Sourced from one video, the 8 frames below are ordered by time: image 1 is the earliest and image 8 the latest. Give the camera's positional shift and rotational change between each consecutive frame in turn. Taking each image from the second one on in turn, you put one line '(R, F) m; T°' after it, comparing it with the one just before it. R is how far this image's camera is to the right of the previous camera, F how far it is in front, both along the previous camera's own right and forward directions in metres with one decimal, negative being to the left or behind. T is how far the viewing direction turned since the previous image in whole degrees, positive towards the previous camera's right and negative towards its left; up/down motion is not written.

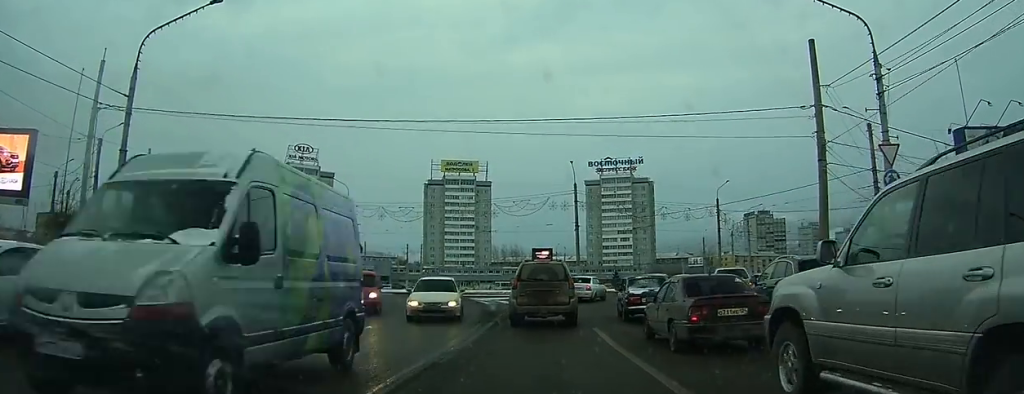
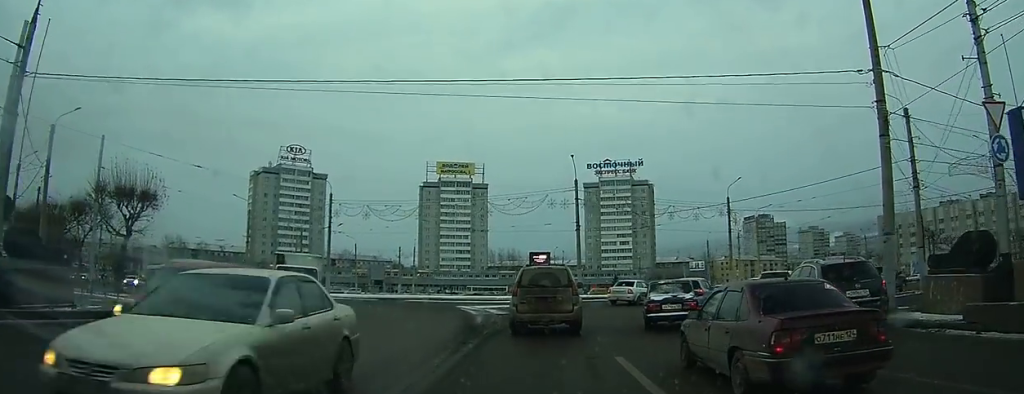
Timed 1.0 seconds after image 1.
(-0.1, +5.6) m; -2°
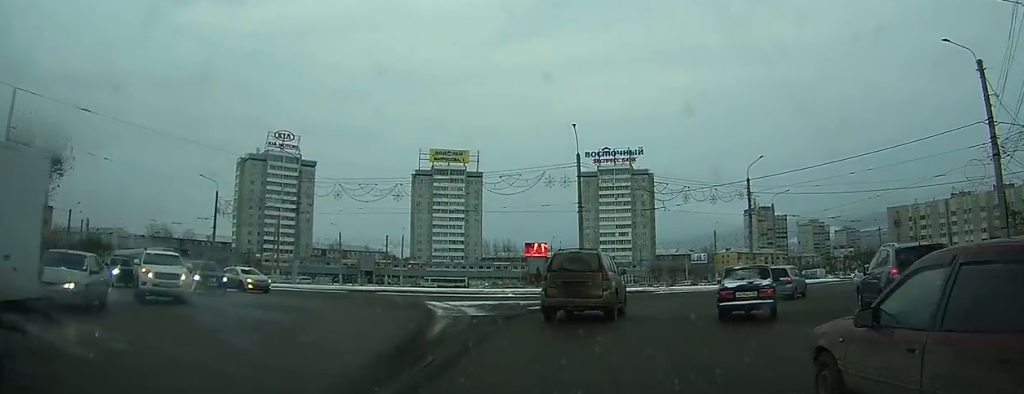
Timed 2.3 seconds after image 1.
(-0.1, +7.9) m; 0°
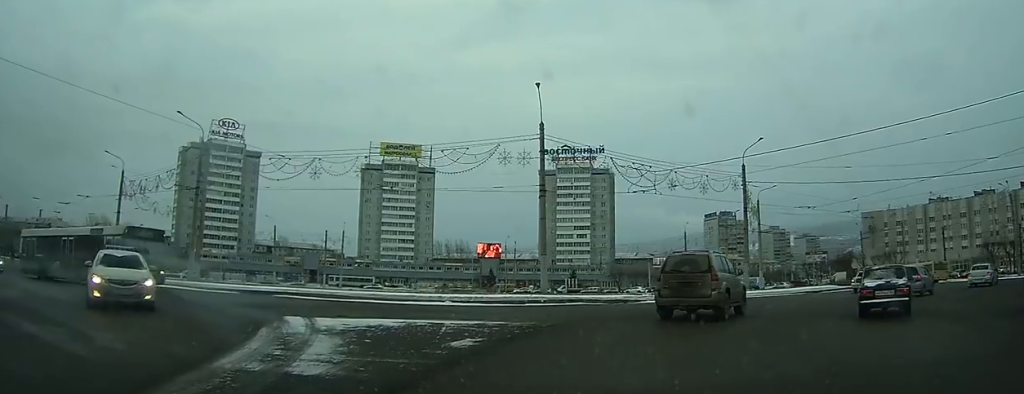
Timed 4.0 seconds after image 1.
(+0.3, +9.0) m; +6°
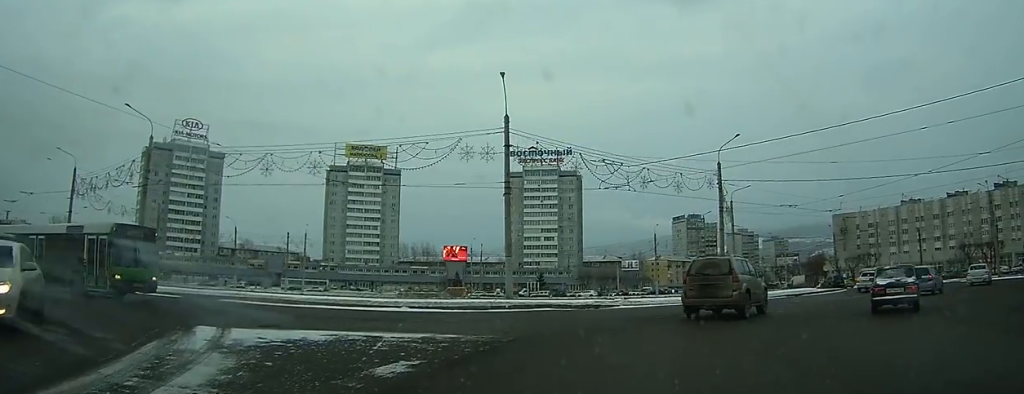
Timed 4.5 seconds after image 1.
(0.0, +2.4) m; +3°
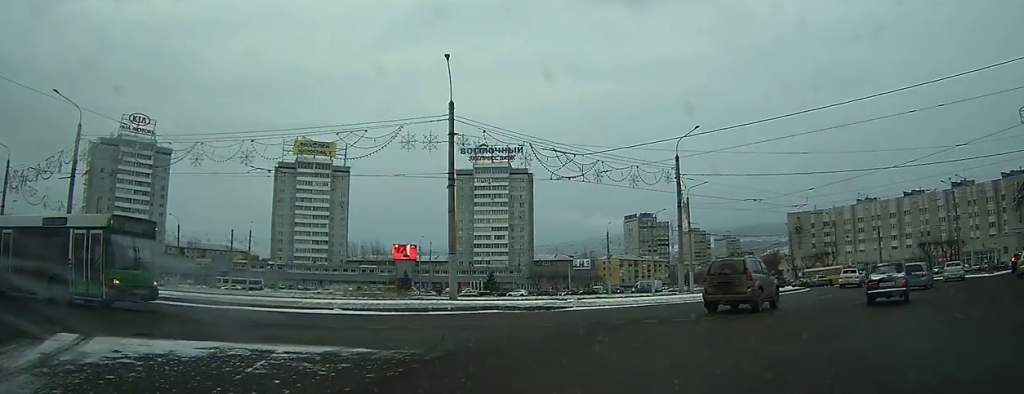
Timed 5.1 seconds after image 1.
(+0.1, +2.6) m; +5°
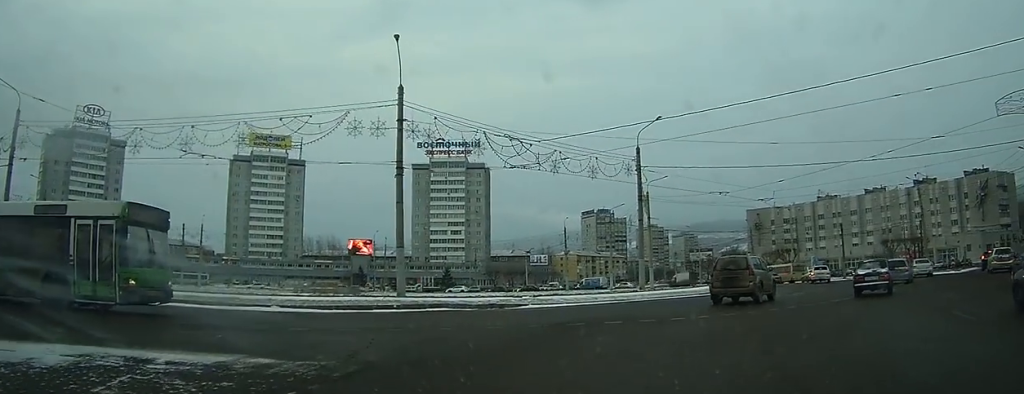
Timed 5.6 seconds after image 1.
(+0.1, +1.9) m; +4°
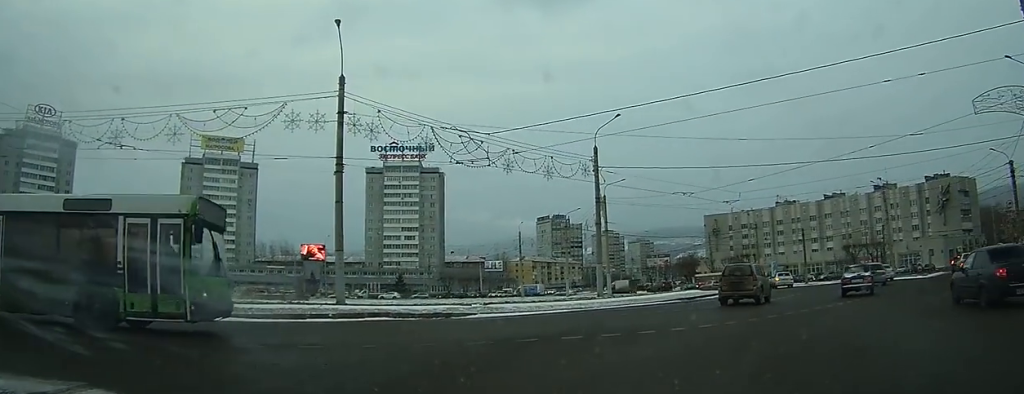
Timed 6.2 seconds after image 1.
(+0.2, +2.2) m; +5°
